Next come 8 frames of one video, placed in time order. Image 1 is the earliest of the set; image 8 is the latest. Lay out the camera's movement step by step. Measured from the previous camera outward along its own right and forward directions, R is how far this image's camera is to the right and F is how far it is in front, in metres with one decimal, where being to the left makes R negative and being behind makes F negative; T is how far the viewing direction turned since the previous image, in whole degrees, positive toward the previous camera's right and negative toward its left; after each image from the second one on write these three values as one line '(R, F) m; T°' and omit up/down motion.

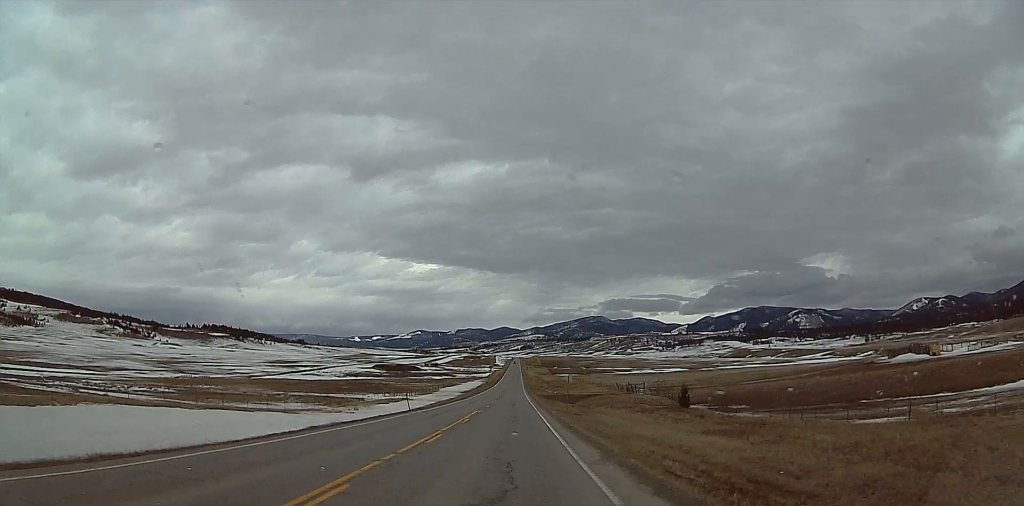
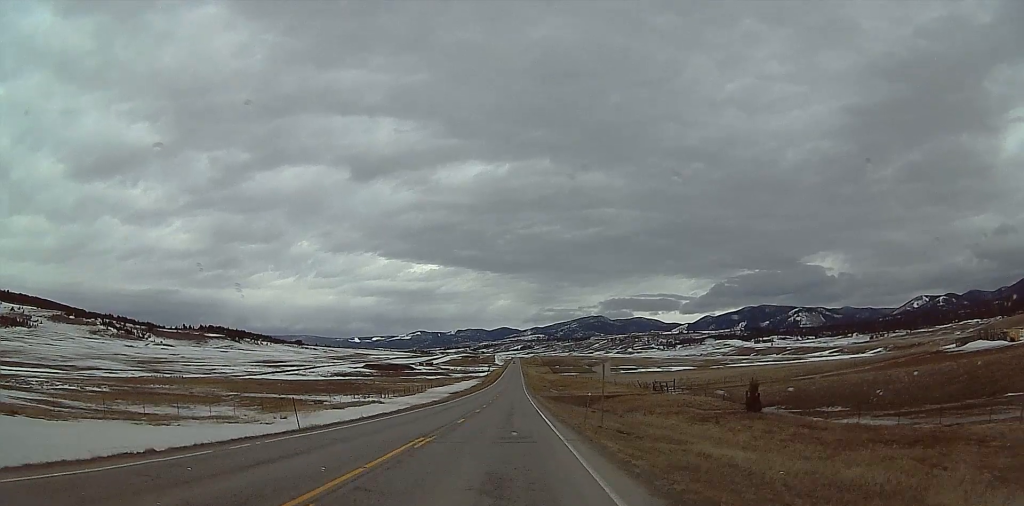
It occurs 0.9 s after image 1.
(-0.8, +25.8) m; 0°
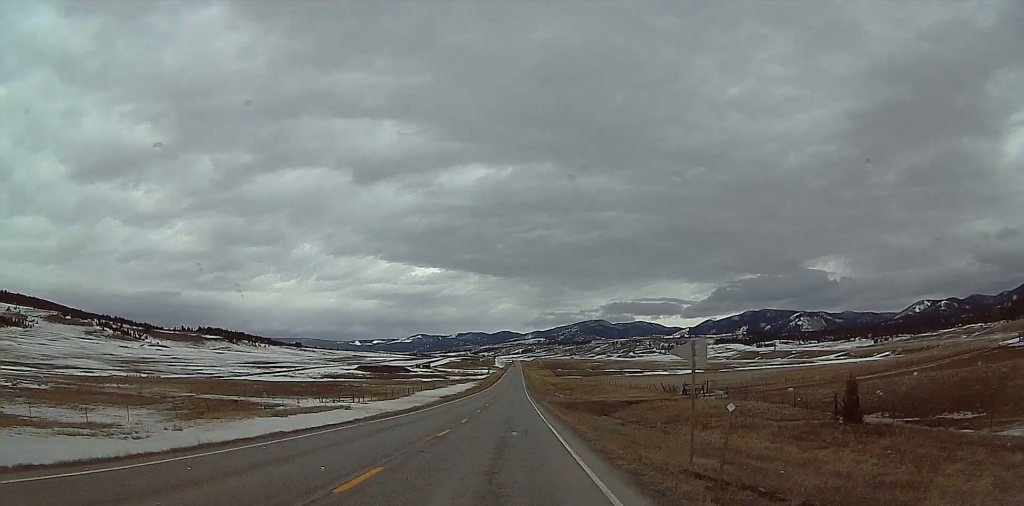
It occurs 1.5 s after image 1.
(+0.7, +19.0) m; +1°
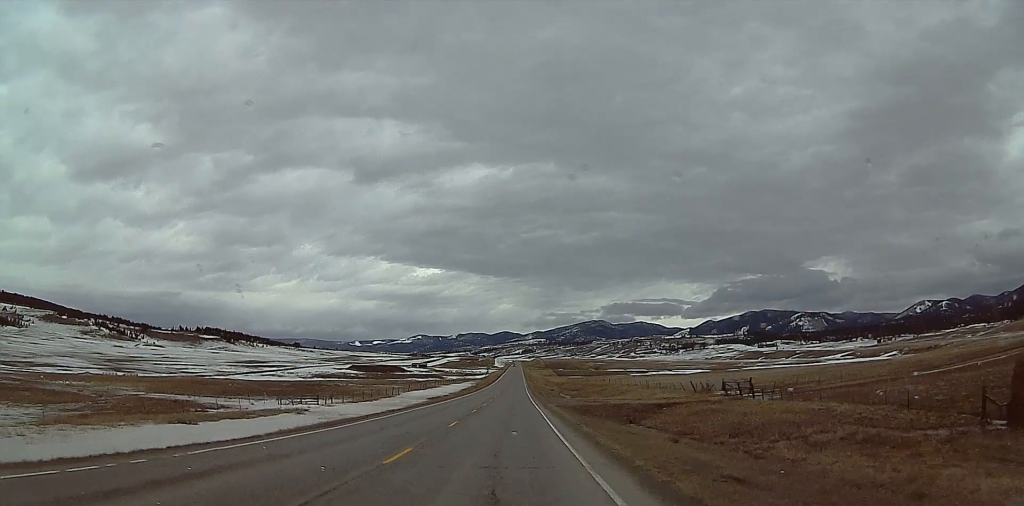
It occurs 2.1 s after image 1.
(+0.1, +16.9) m; 0°
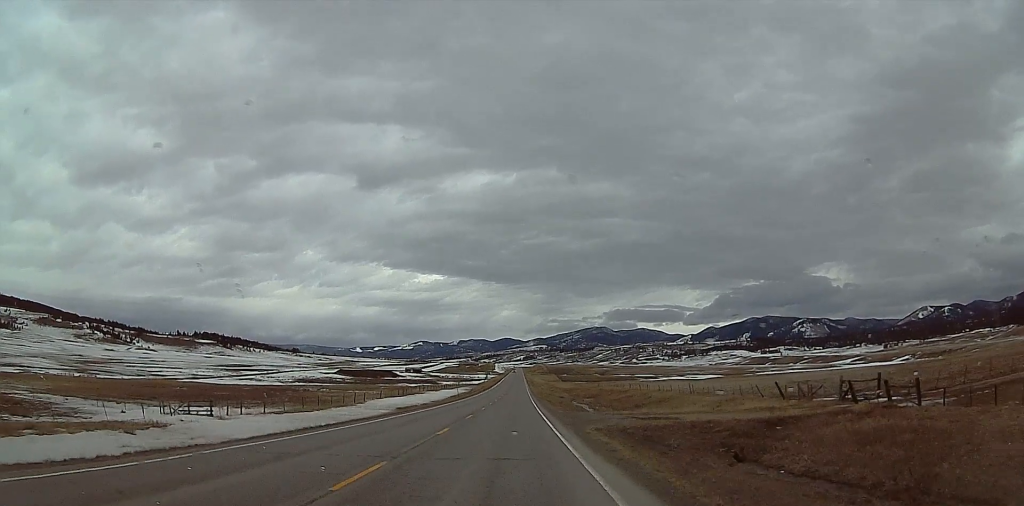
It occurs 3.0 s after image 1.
(-0.4, +27.8) m; -1°
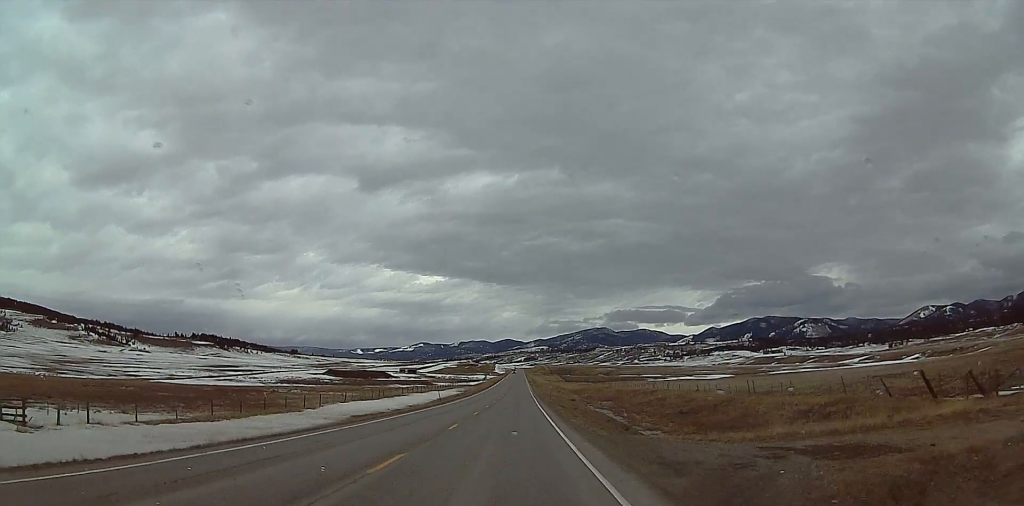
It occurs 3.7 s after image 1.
(0.0, +21.7) m; 0°
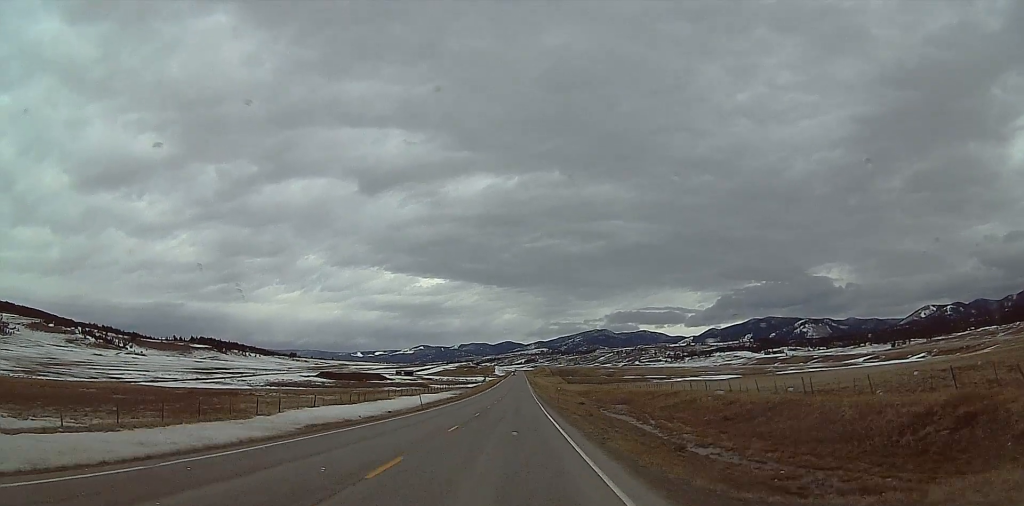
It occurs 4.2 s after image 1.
(0.0, +12.8) m; 0°
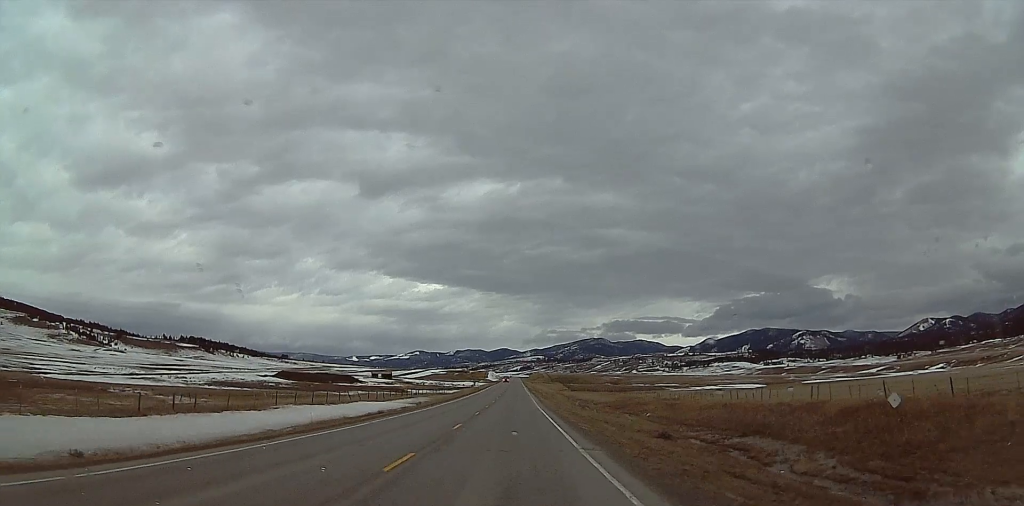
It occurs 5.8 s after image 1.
(0.0, +47.9) m; 0°
